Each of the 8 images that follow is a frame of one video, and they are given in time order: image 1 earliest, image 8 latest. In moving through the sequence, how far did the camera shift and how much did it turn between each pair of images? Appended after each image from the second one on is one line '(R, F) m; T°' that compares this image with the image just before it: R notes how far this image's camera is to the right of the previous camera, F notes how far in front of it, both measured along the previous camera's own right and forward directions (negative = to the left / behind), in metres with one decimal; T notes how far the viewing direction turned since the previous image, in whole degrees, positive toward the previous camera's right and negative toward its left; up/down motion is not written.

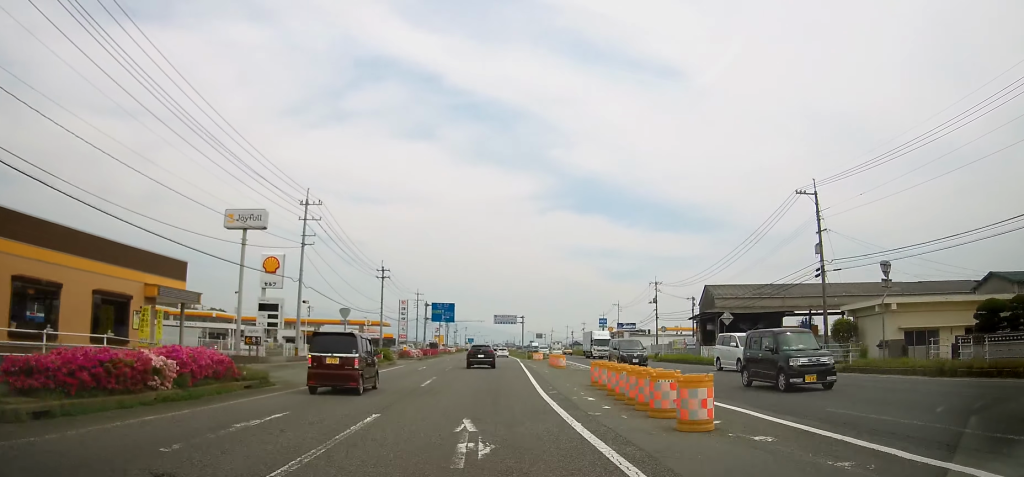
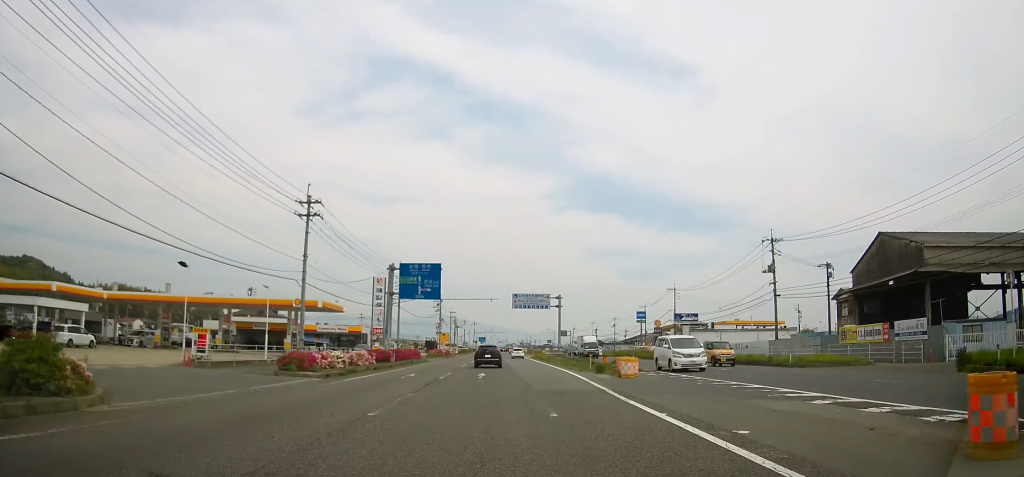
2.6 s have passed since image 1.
(-0.6, +38.6) m; -1°
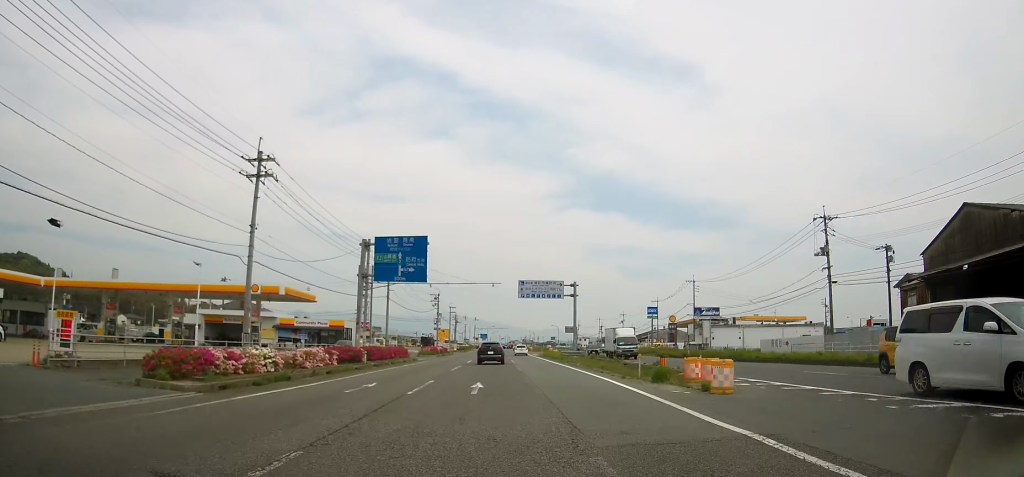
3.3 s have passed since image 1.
(0.0, +10.4) m; 0°
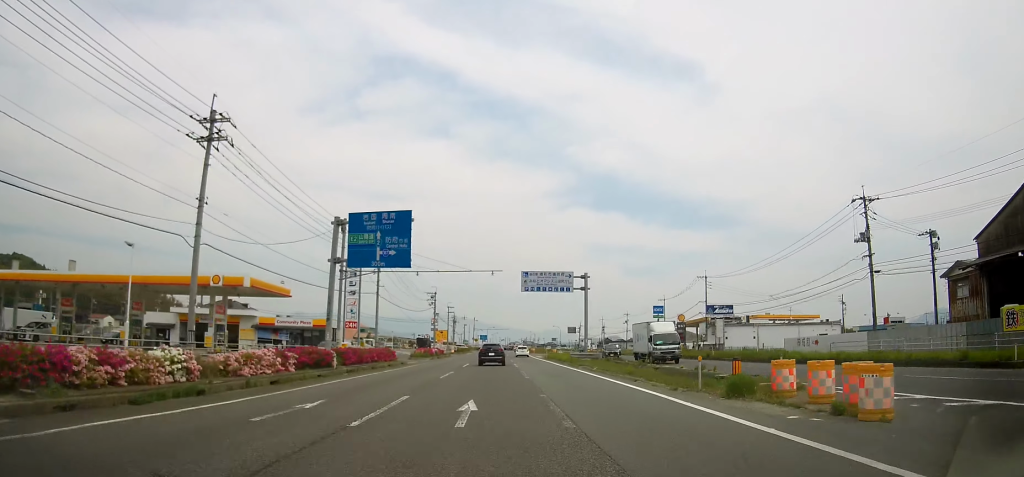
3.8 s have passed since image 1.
(0.0, +6.4) m; 0°
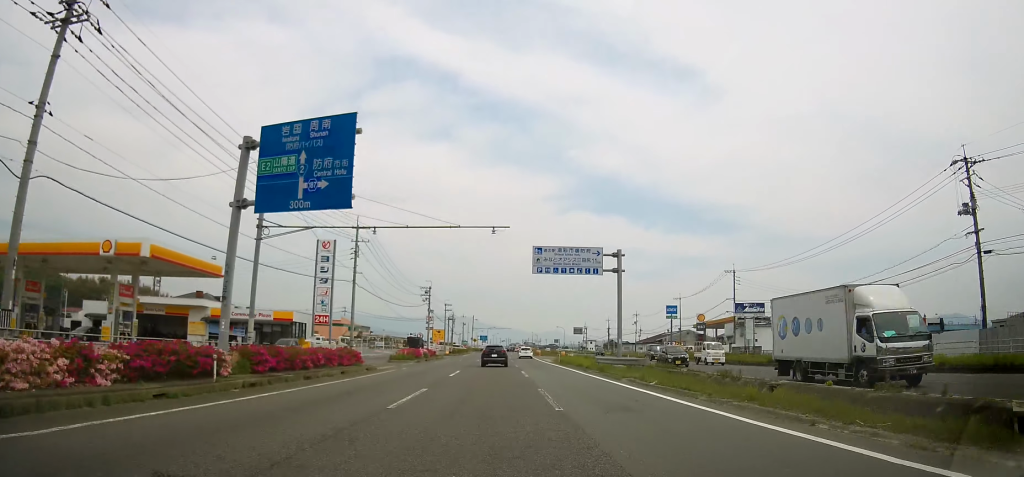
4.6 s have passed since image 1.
(-0.1, +11.9) m; 0°
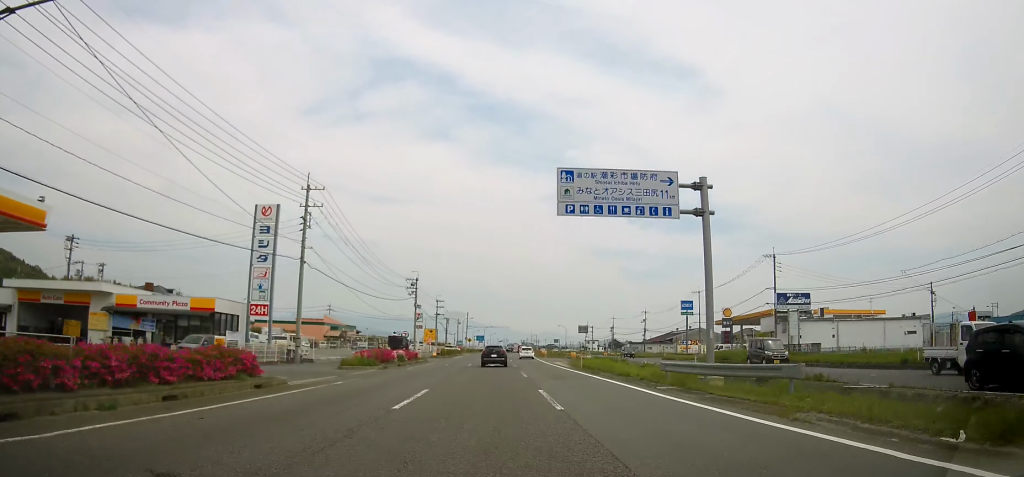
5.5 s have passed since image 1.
(0.0, +14.6) m; 0°
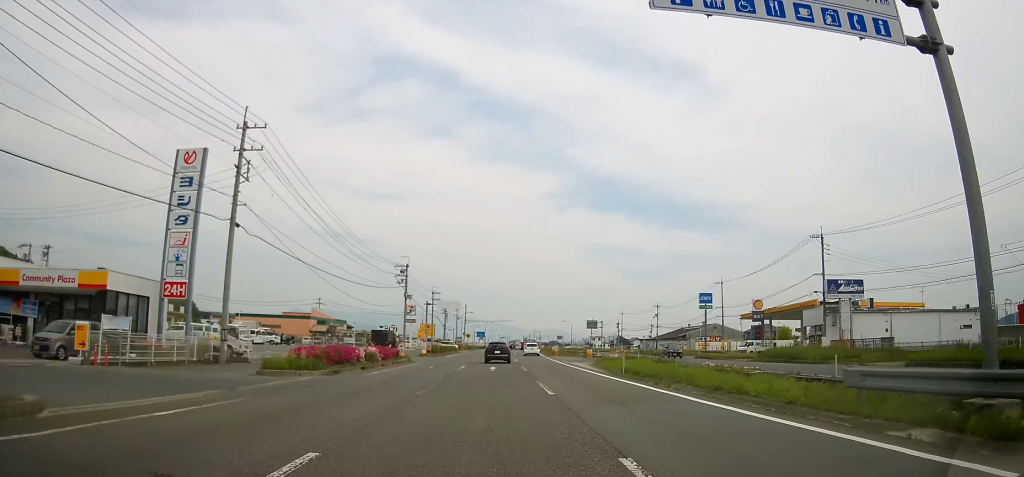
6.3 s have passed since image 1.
(+0.1, +11.6) m; 0°
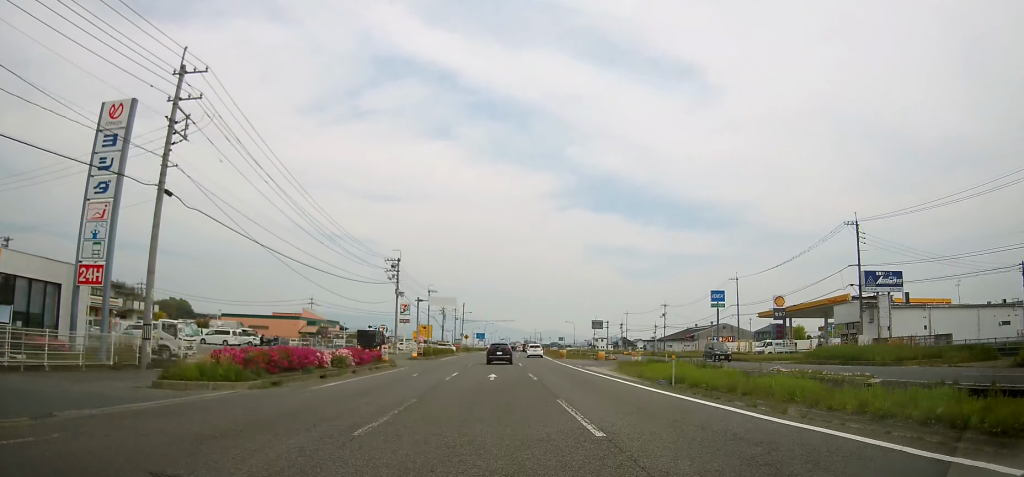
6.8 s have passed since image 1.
(0.0, +7.1) m; 0°
